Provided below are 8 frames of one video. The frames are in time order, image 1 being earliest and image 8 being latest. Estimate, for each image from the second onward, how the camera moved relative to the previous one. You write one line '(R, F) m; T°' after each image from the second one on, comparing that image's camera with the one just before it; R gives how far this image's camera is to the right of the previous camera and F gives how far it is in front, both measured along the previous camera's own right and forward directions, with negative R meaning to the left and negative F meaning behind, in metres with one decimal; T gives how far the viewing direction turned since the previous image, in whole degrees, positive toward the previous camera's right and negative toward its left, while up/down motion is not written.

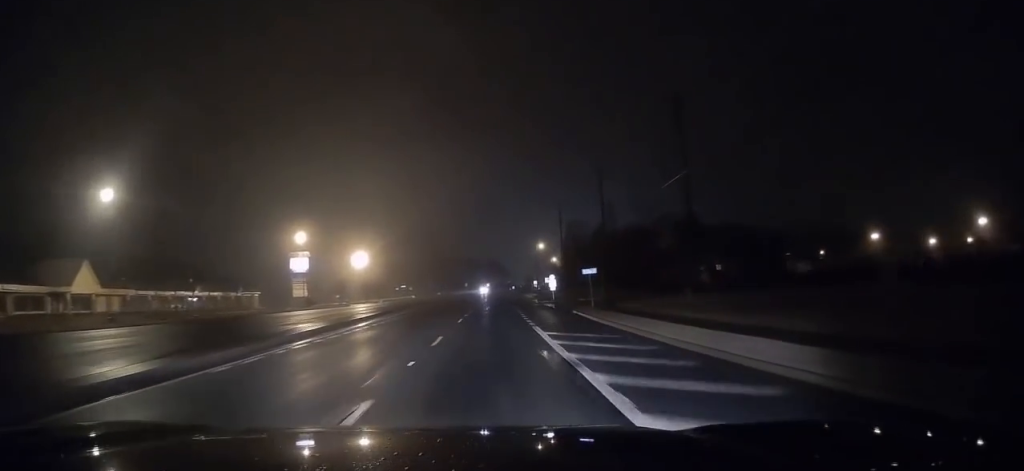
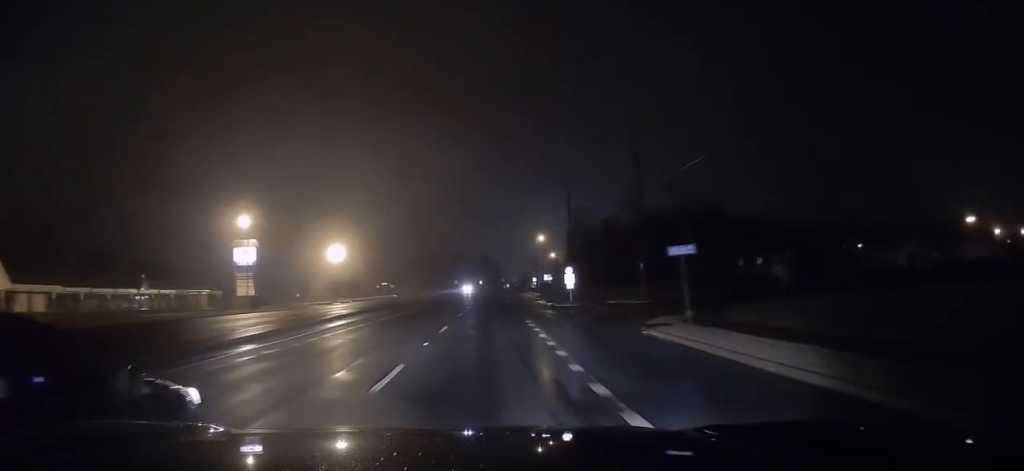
(+0.2, +20.4) m; +1°
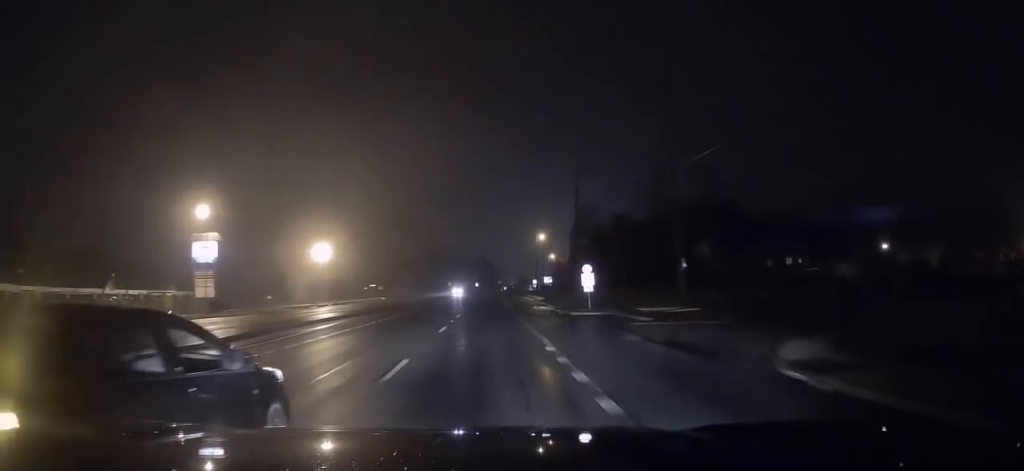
(0.0, +11.0) m; 0°
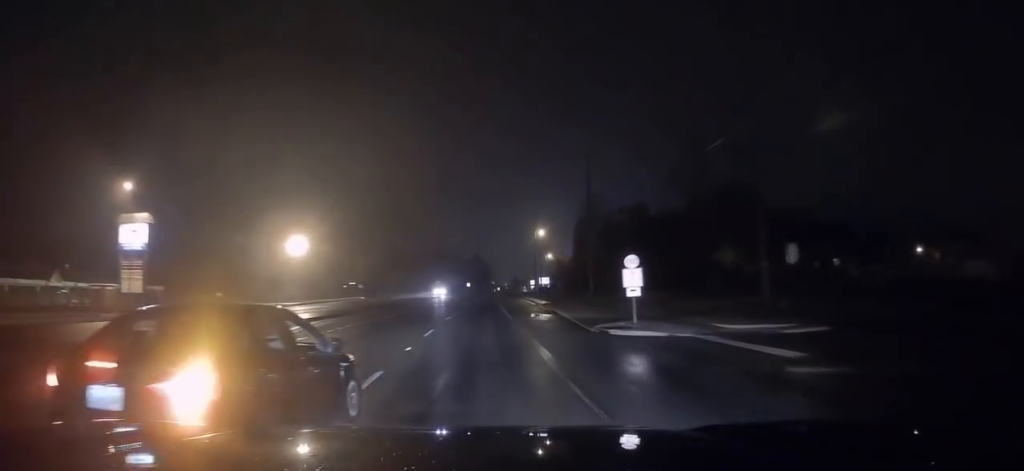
(0.0, +14.1) m; 0°
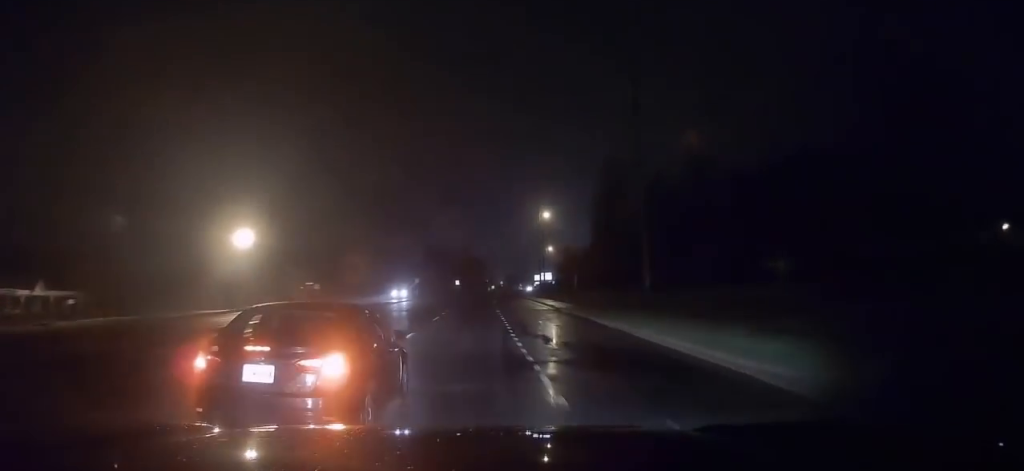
(+0.2, +26.4) m; +1°
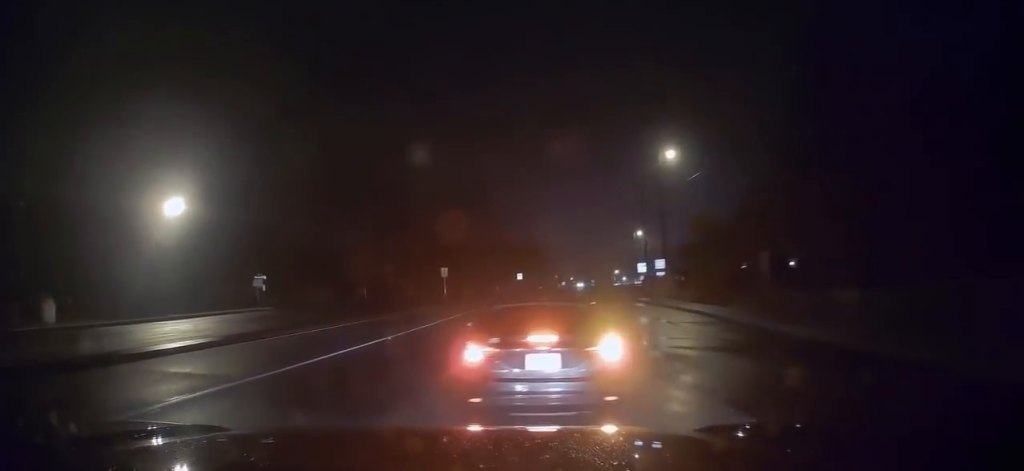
(-0.9, +44.8) m; -4°
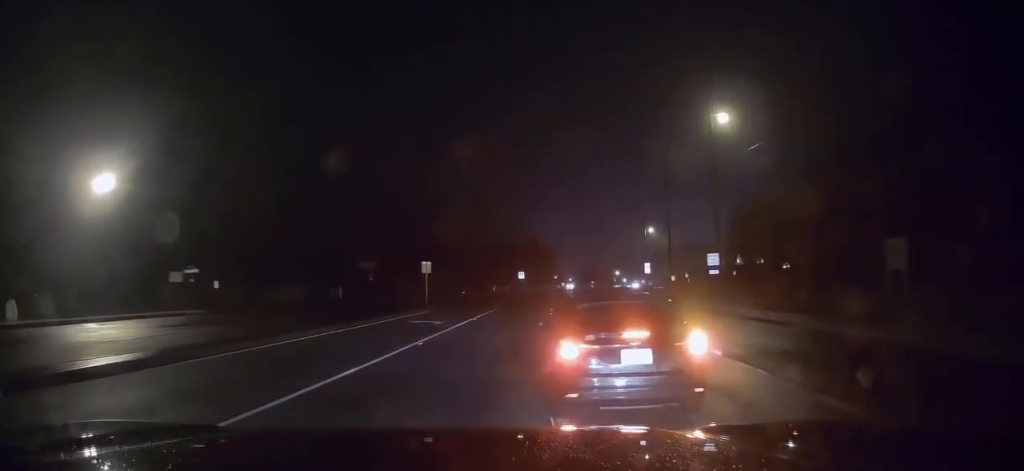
(-0.1, +14.4) m; -1°
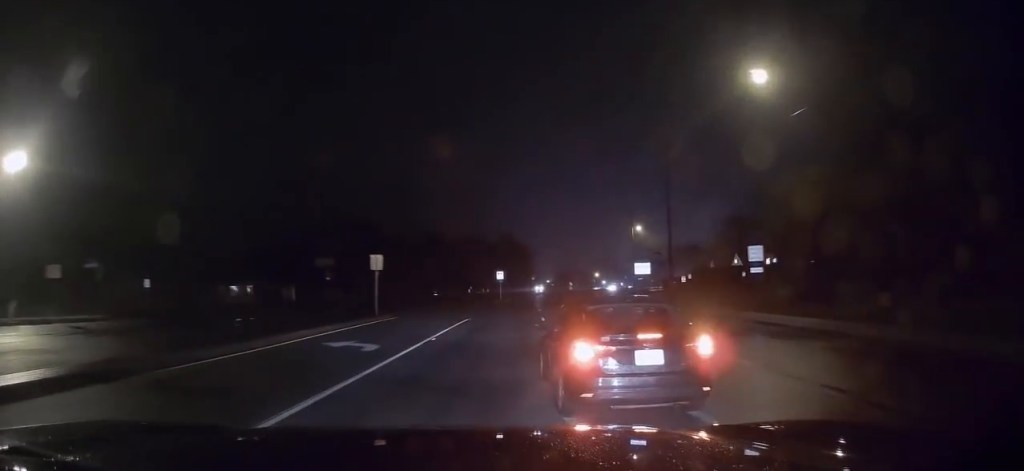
(-0.2, +10.6) m; 0°
